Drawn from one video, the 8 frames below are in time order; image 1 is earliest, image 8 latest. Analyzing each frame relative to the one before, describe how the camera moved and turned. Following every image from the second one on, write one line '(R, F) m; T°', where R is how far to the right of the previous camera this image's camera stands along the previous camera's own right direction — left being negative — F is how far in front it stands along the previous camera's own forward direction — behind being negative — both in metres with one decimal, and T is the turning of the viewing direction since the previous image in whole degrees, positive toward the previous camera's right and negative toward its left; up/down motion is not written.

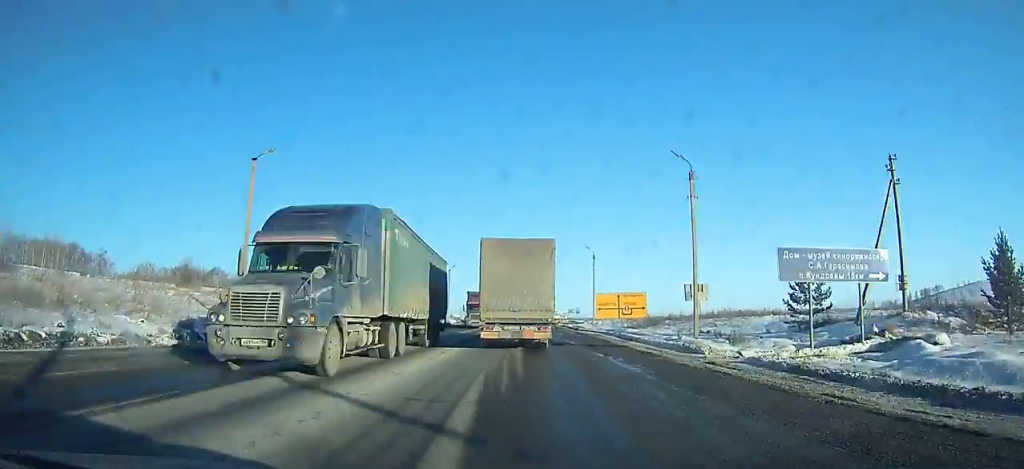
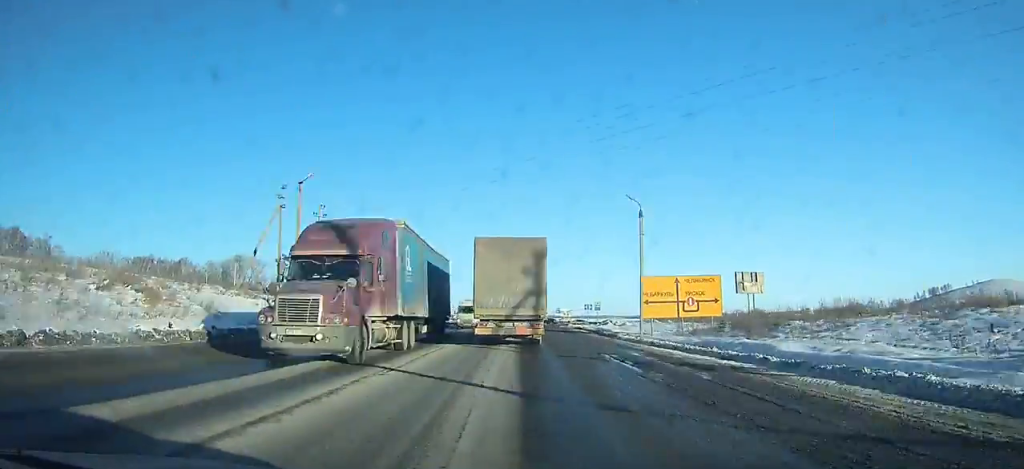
(+0.1, +28.4) m; 0°
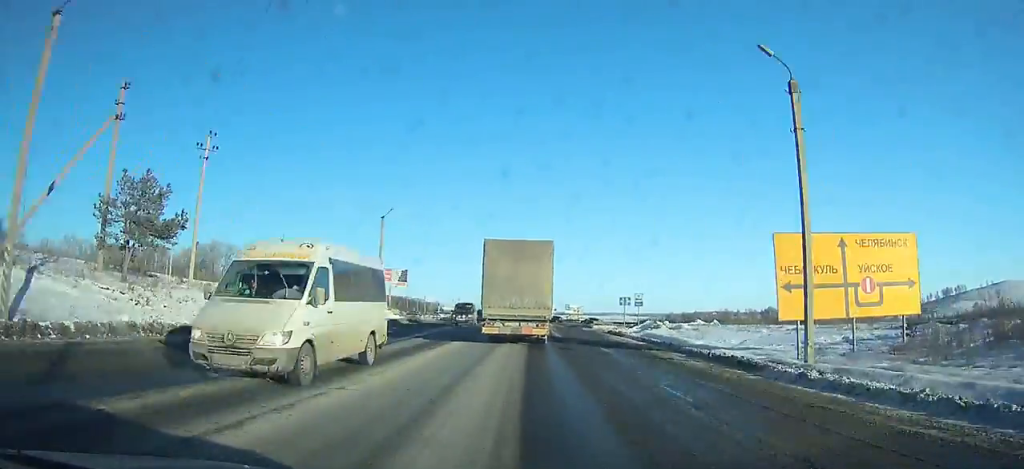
(0.0, +22.7) m; 0°
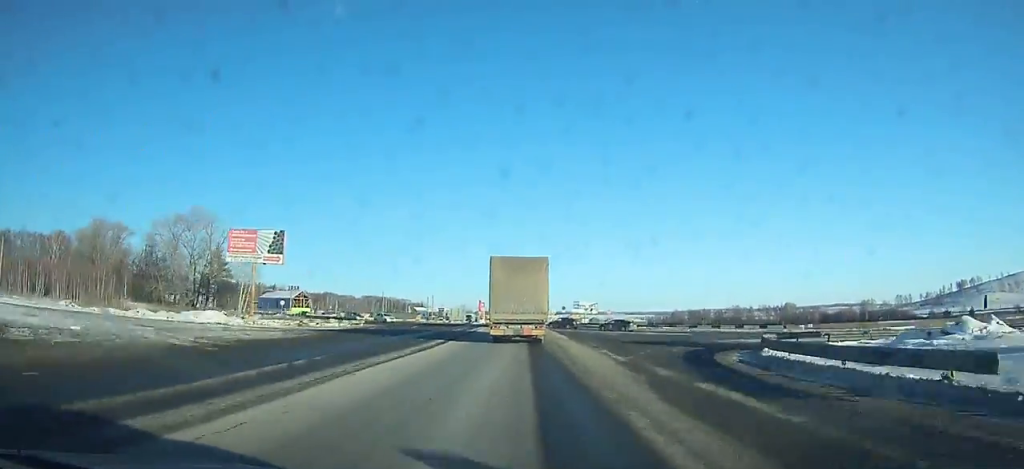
(0.0, +54.7) m; -1°
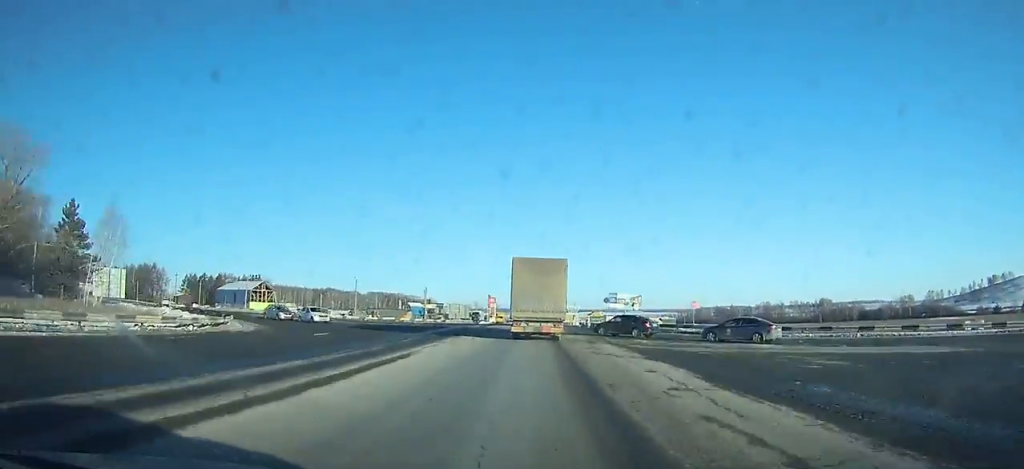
(-0.3, +36.7) m; 0°
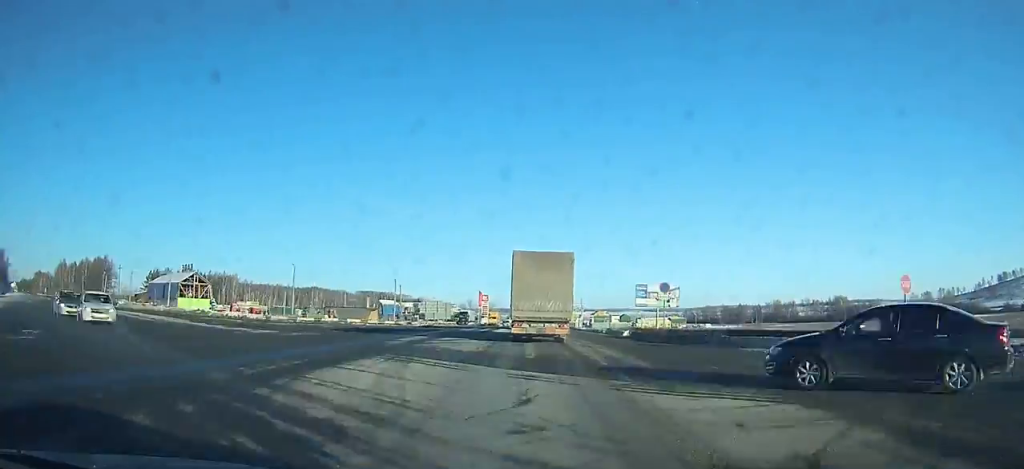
(+0.1, +27.6) m; 0°
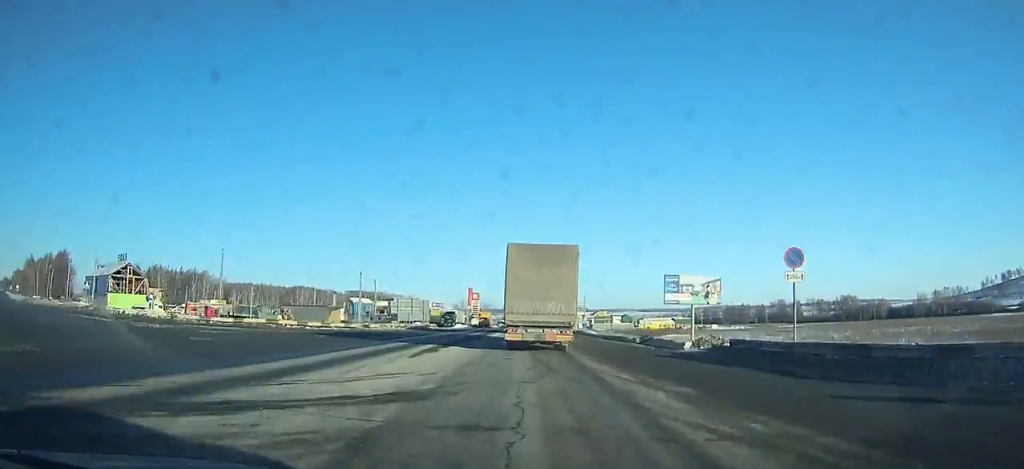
(+0.1, +17.4) m; 0°
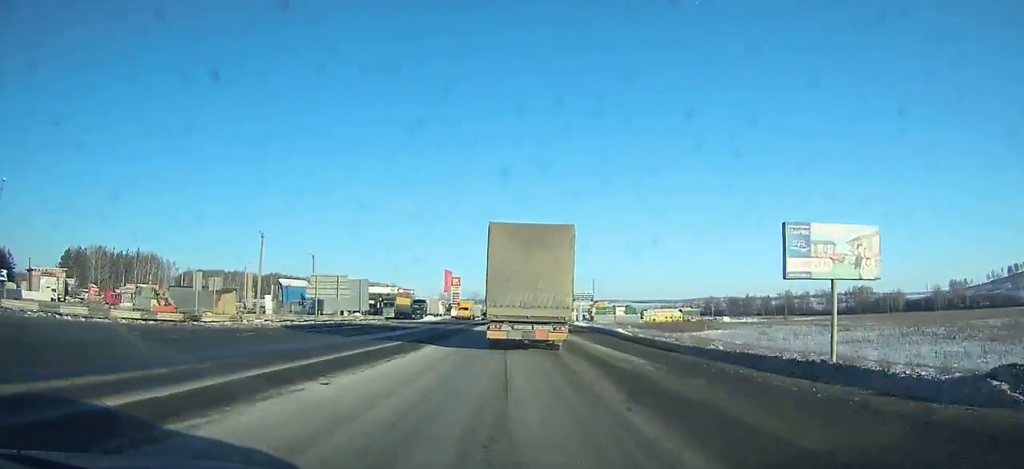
(-0.2, +29.0) m; 0°
